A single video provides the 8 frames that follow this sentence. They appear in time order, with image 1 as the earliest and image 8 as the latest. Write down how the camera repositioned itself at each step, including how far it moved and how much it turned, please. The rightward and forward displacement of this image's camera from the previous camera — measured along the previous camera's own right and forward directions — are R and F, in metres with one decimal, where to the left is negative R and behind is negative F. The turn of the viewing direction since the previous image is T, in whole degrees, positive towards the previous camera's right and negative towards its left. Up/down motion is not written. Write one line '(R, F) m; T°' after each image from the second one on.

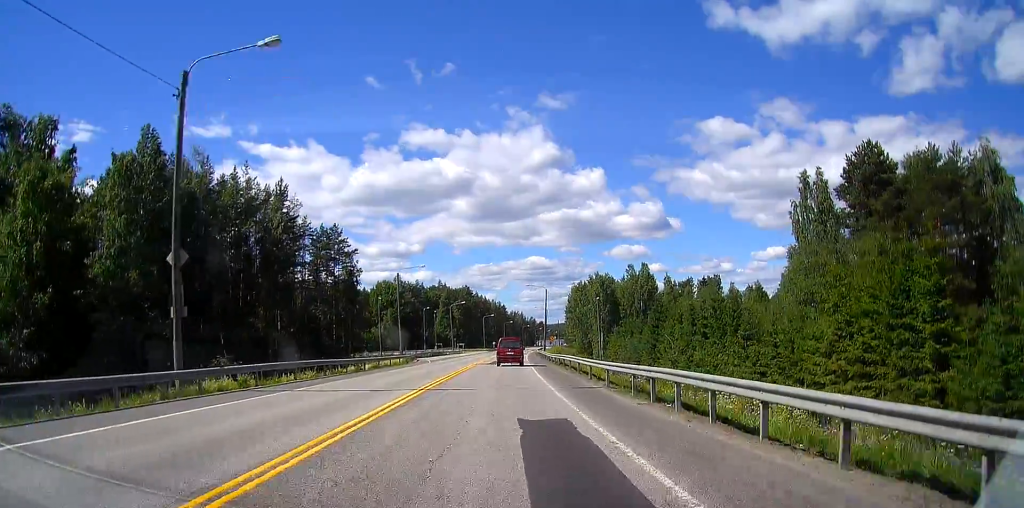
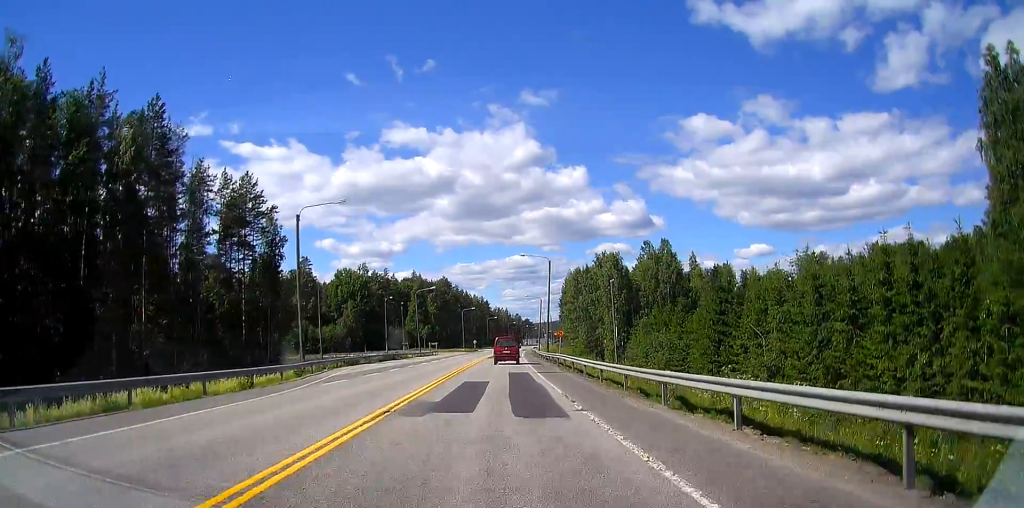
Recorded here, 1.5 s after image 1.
(+0.6, +31.4) m; +2°
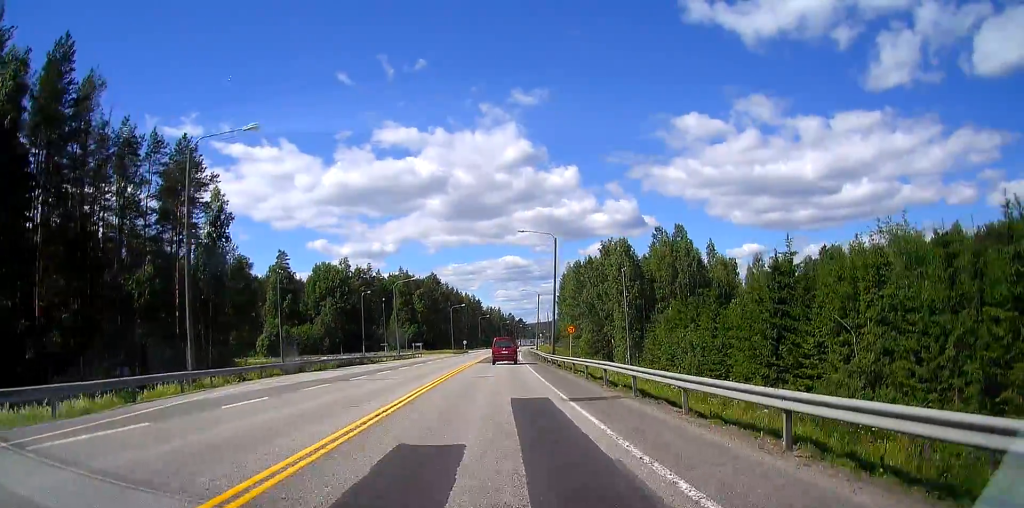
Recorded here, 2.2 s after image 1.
(0.0, +13.9) m; 0°
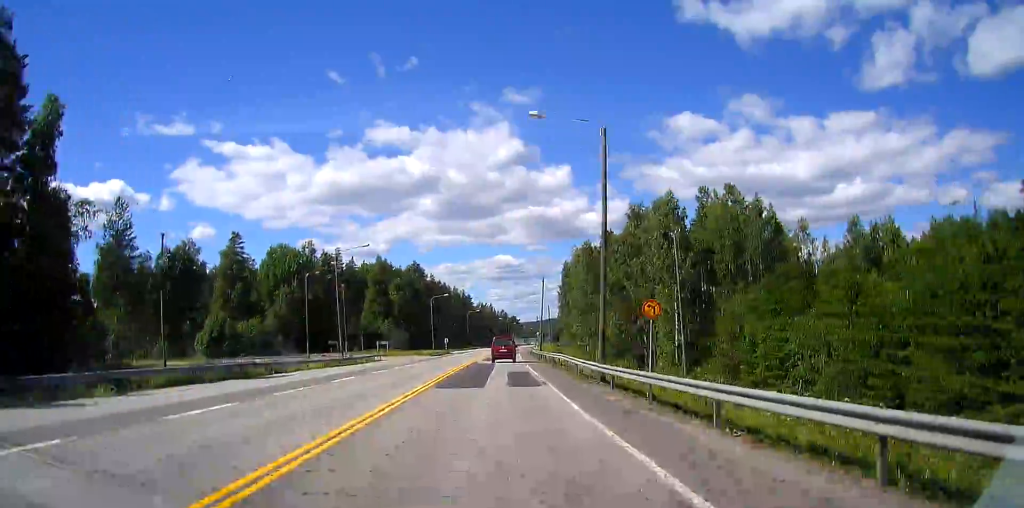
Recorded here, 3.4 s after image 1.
(0.0, +26.3) m; +1°
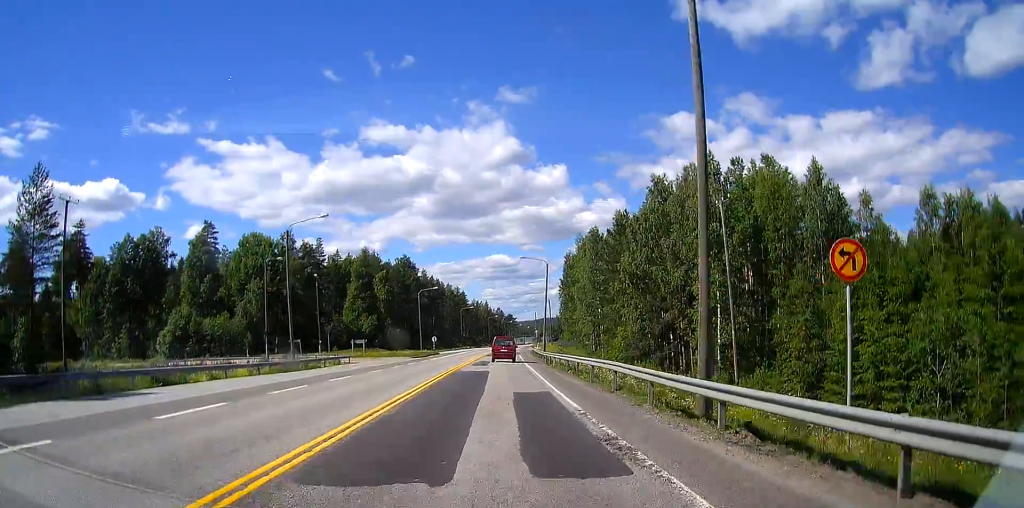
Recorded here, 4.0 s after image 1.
(+0.2, +12.4) m; +1°
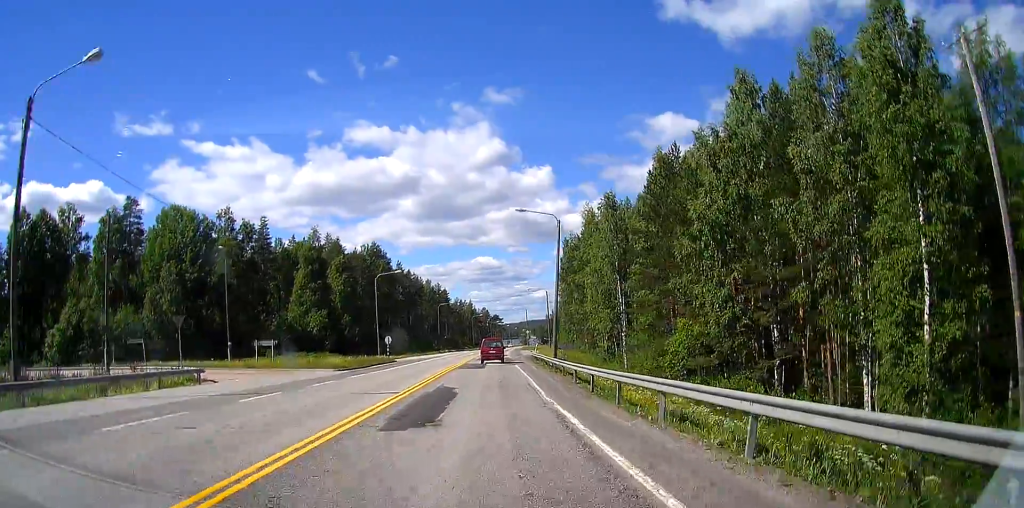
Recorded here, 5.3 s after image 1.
(+0.2, +25.5) m; +1°
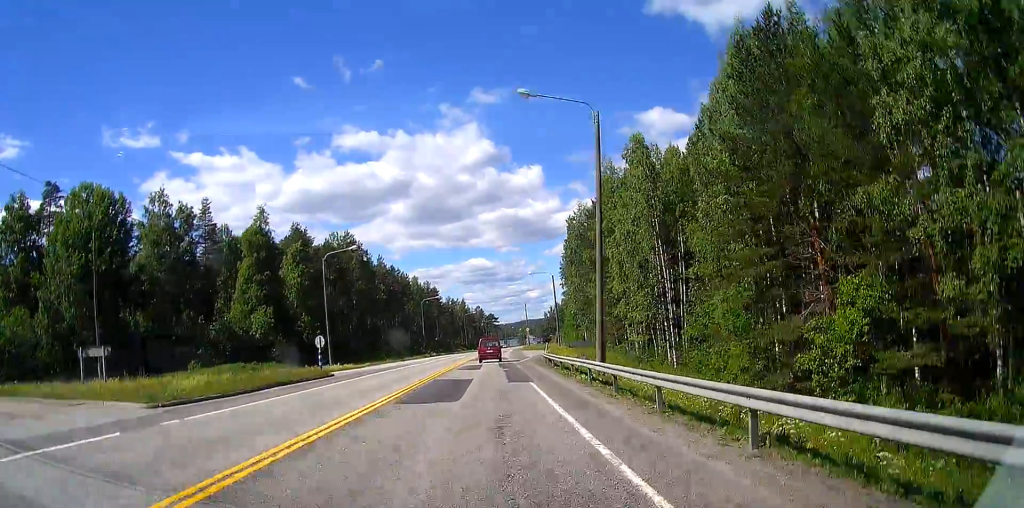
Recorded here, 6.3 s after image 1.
(0.0, +20.3) m; +1°
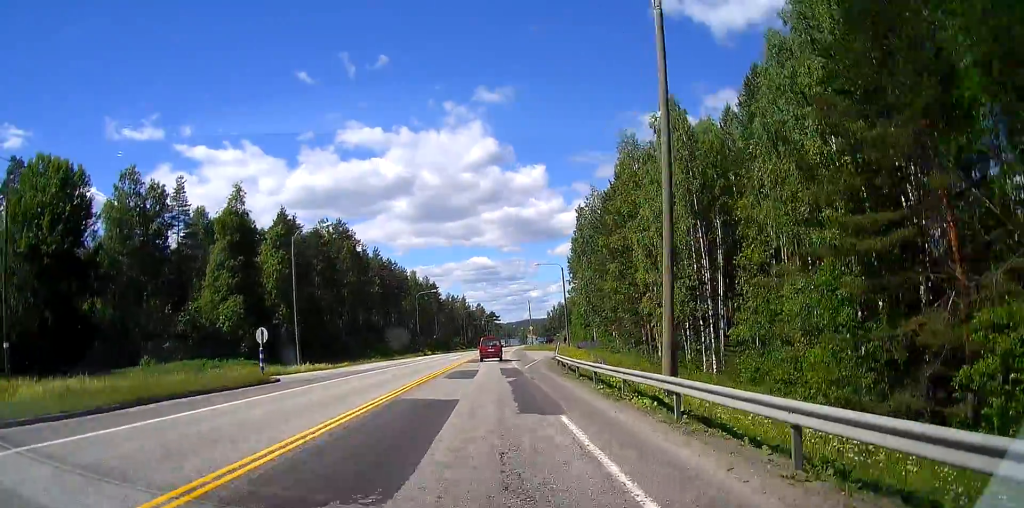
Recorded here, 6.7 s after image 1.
(0.0, +9.0) m; 0°
